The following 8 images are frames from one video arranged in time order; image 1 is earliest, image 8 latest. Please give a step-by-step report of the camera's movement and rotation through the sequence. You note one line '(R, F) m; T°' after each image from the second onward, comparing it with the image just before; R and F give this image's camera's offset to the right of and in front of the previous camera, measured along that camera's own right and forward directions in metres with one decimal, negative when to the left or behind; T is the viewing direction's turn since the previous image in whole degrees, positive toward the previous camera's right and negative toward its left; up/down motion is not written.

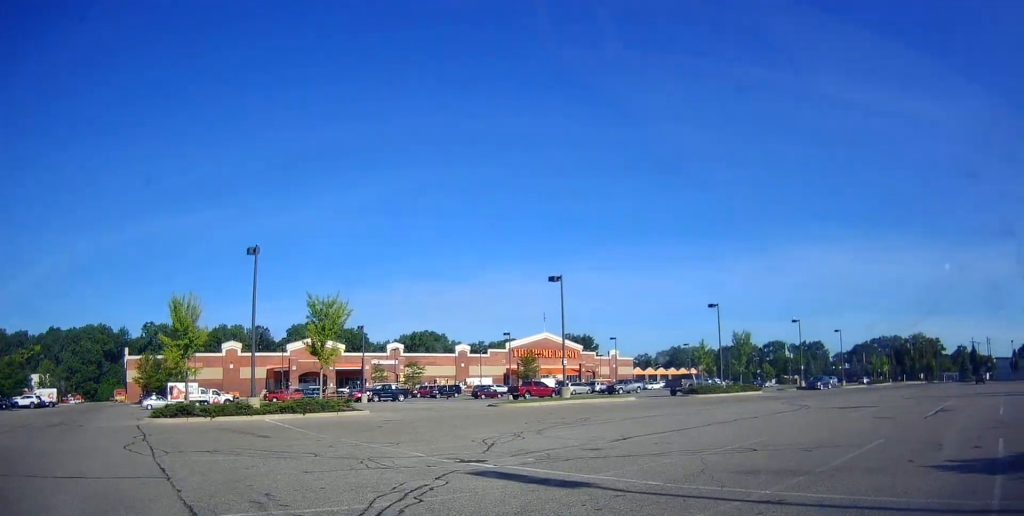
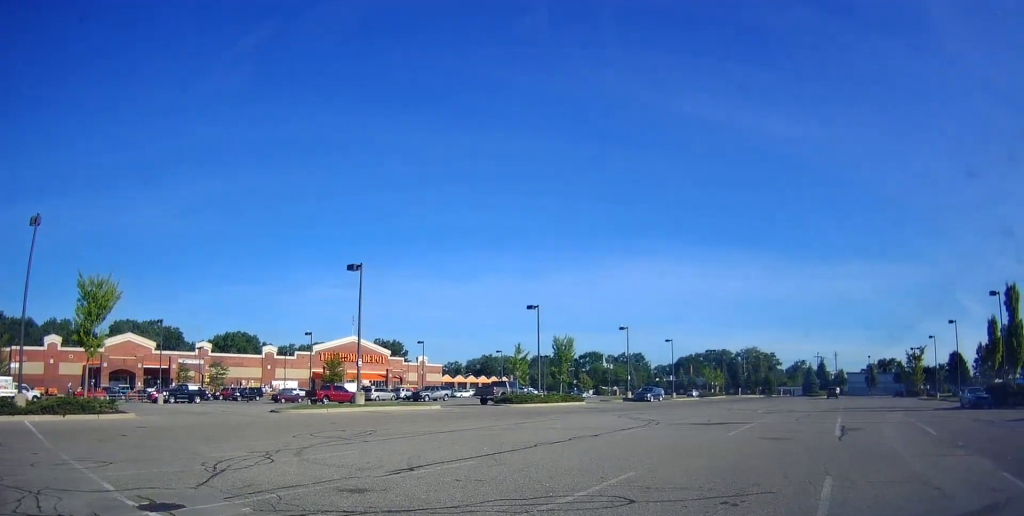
(+0.9, +5.3) m; +14°
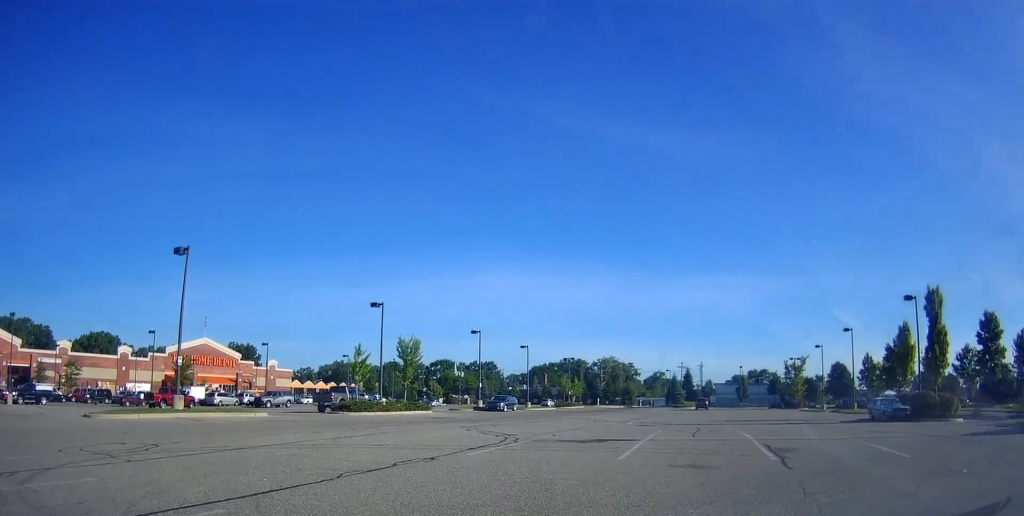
(+0.3, +4.5) m; +8°
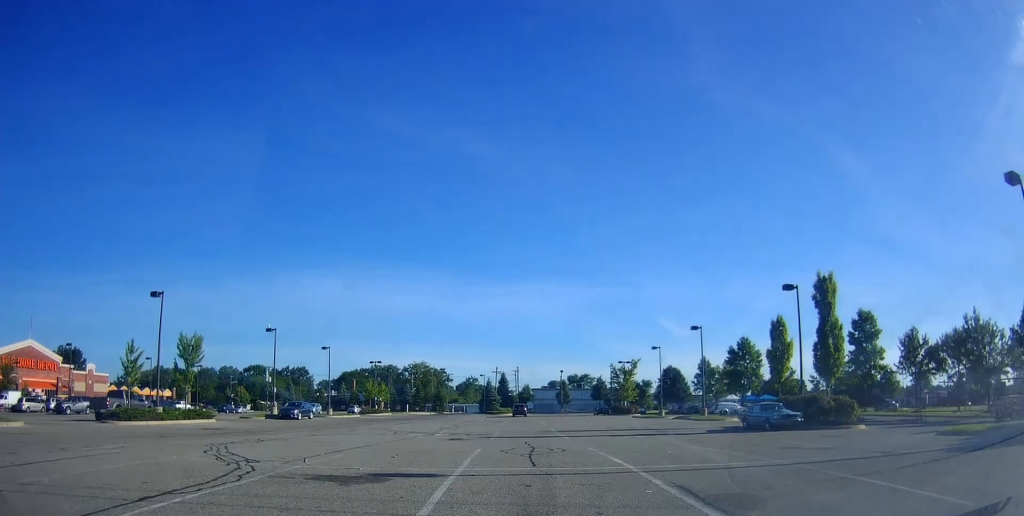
(+0.8, +6.8) m; +15°
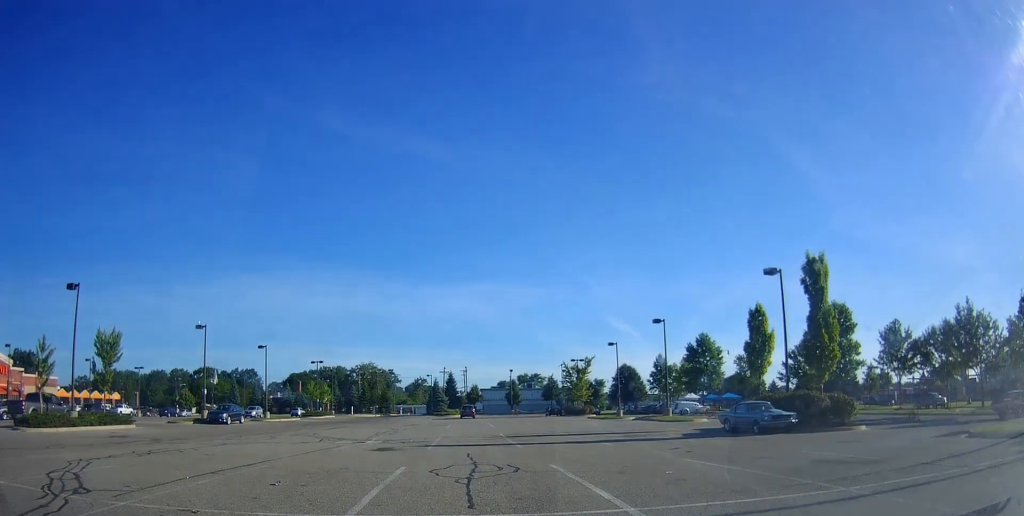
(+0.5, +4.5) m; +10°
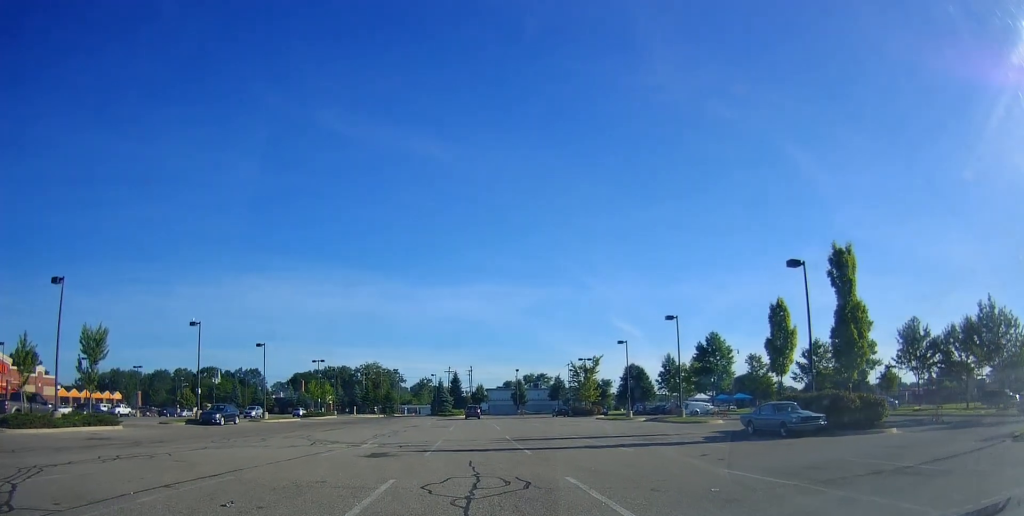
(+0.1, +2.6) m; +4°
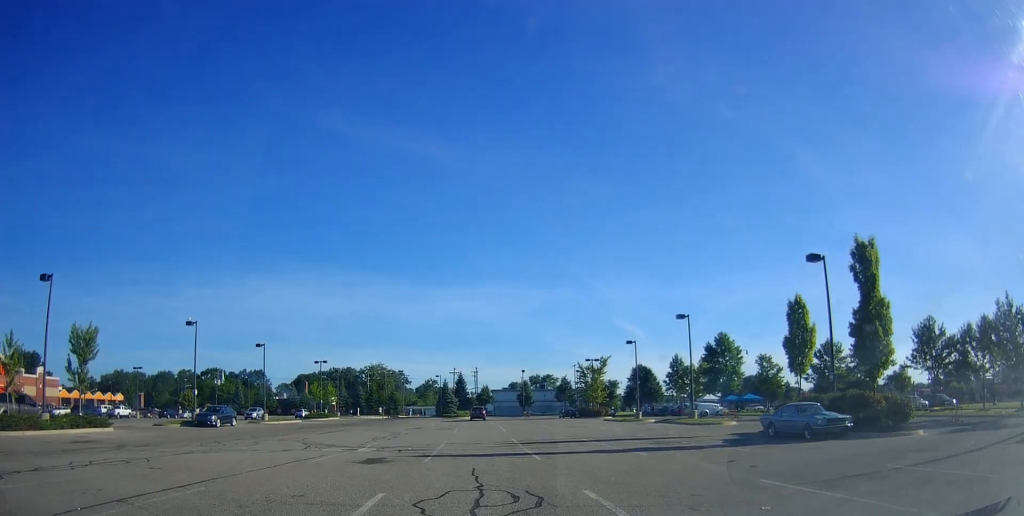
(0.0, +2.0) m; +1°
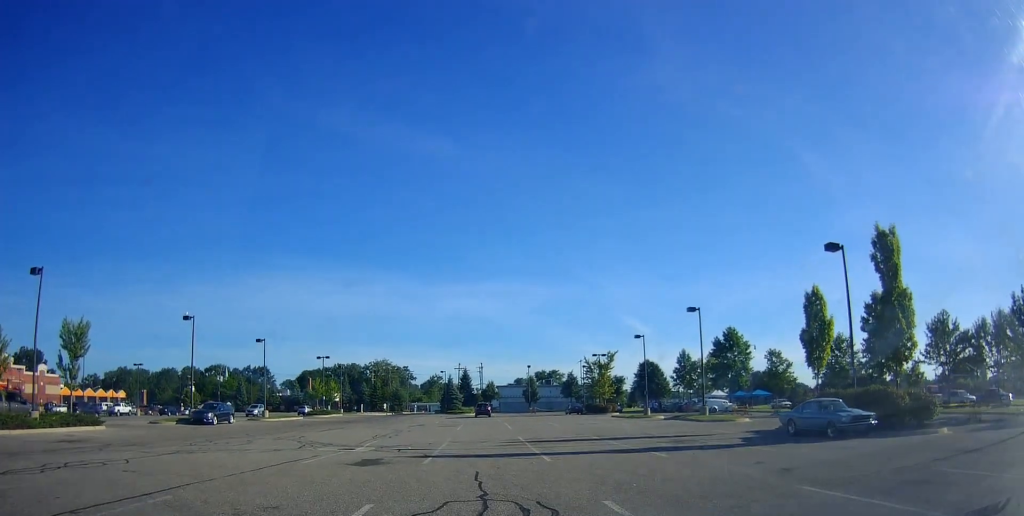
(0.0, +1.7) m; +1°
